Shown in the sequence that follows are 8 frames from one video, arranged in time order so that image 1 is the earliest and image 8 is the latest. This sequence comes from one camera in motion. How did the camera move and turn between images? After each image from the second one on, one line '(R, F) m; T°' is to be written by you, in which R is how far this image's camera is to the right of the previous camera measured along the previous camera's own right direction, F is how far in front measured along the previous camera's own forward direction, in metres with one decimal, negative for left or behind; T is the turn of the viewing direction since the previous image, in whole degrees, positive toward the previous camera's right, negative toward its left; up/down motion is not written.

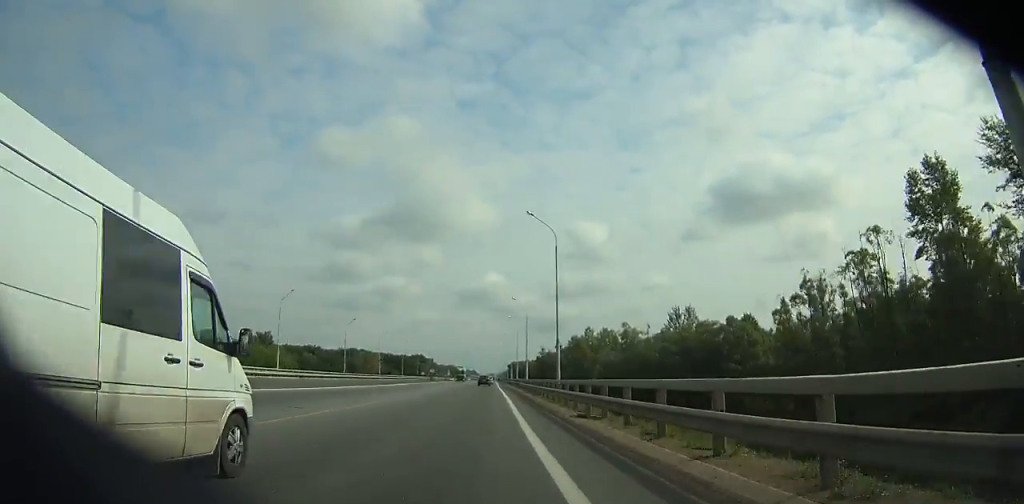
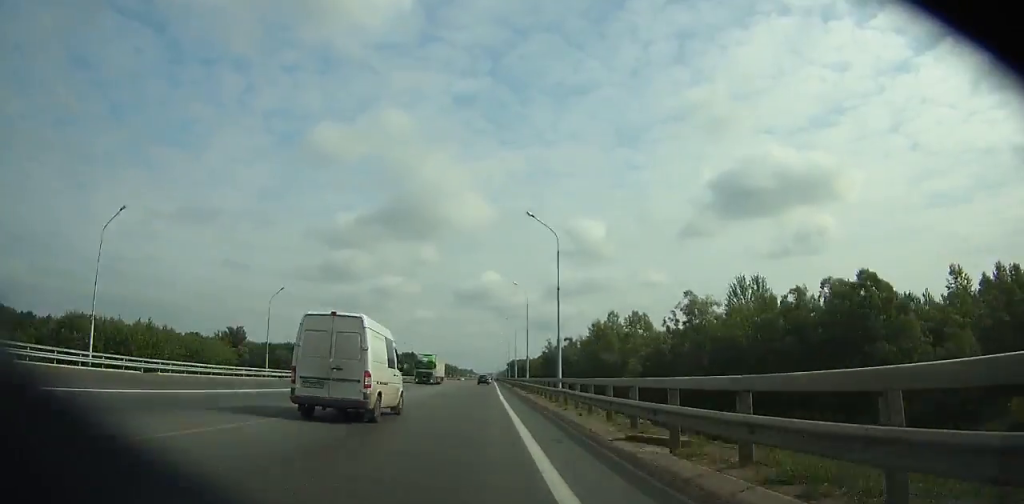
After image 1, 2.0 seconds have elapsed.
(-0.1, +44.5) m; 0°
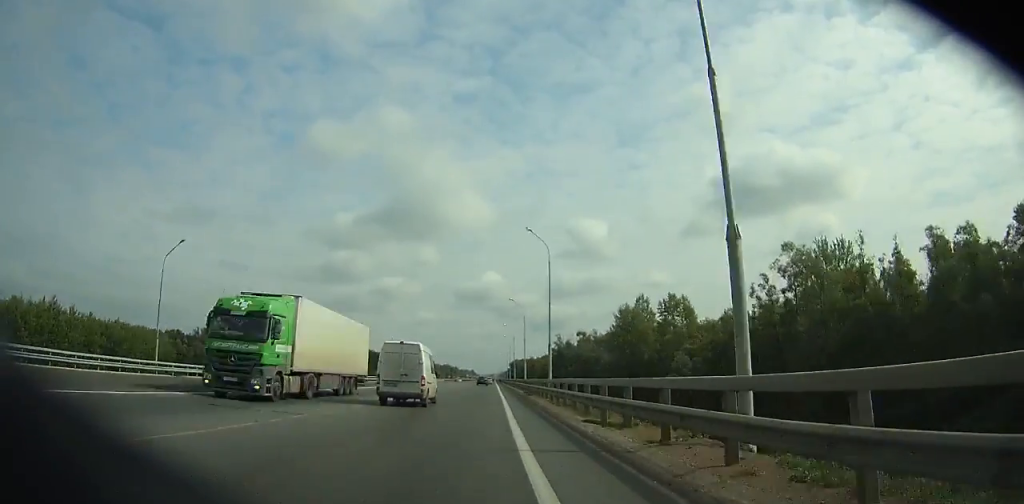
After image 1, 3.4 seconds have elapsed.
(-0.2, +30.6) m; 0°
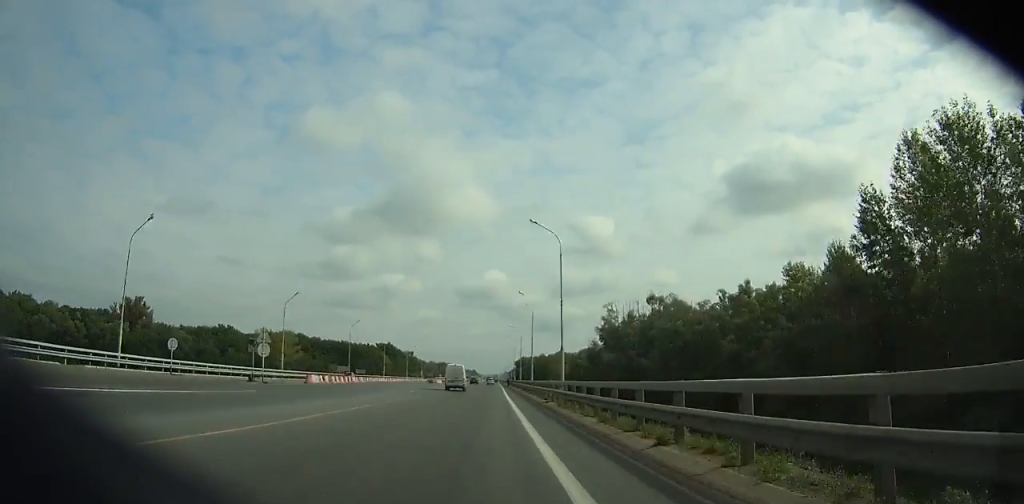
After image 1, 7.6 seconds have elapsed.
(-0.2, +87.6) m; 0°
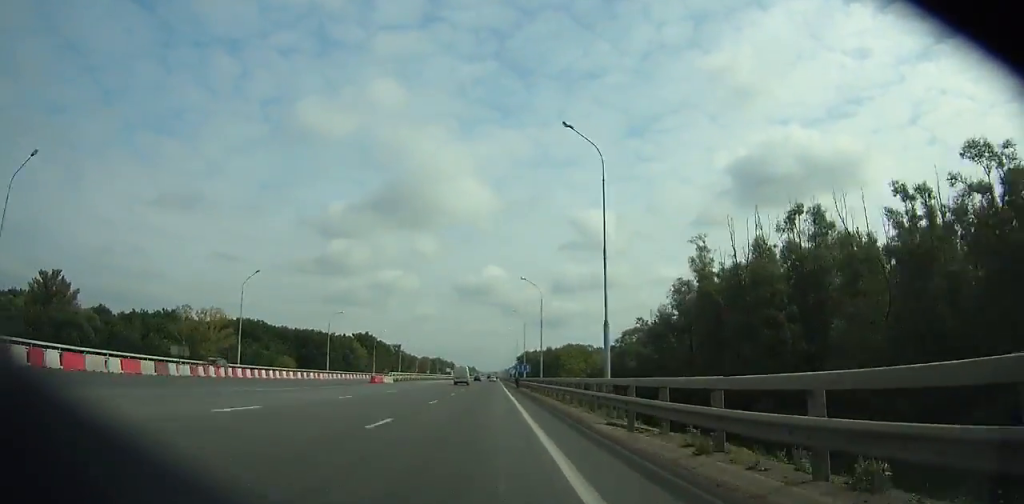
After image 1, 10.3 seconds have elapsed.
(0.0, +55.0) m; 0°
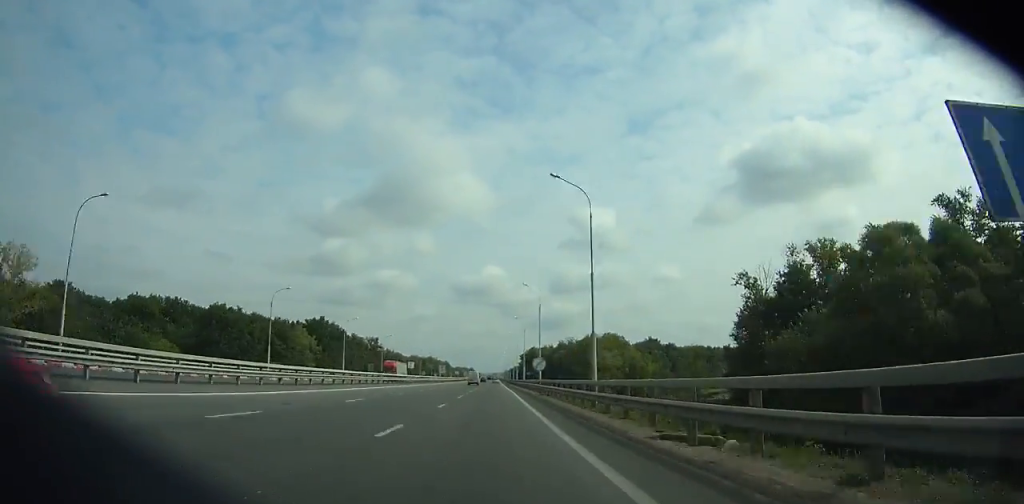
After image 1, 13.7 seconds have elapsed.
(+0.4, +68.6) m; 0°
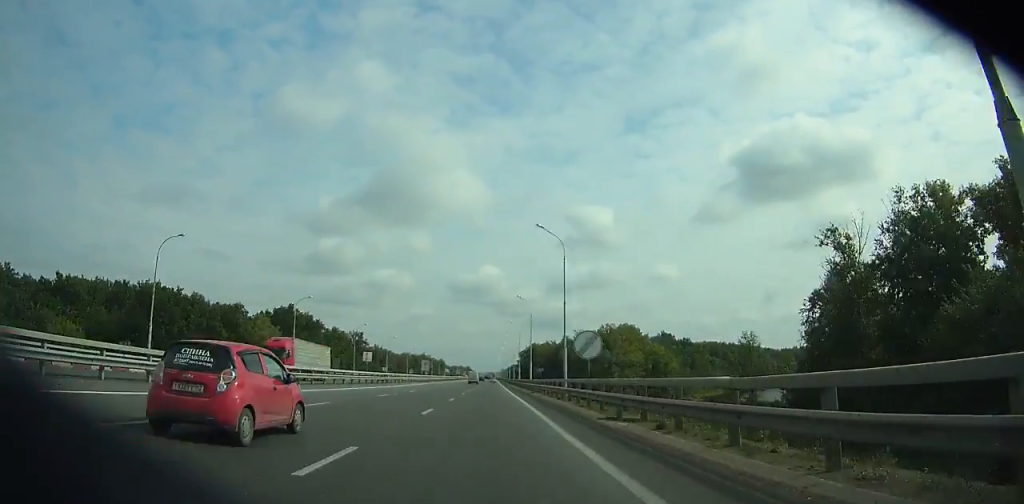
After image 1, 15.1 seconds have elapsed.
(+0.1, +28.1) m; 0°
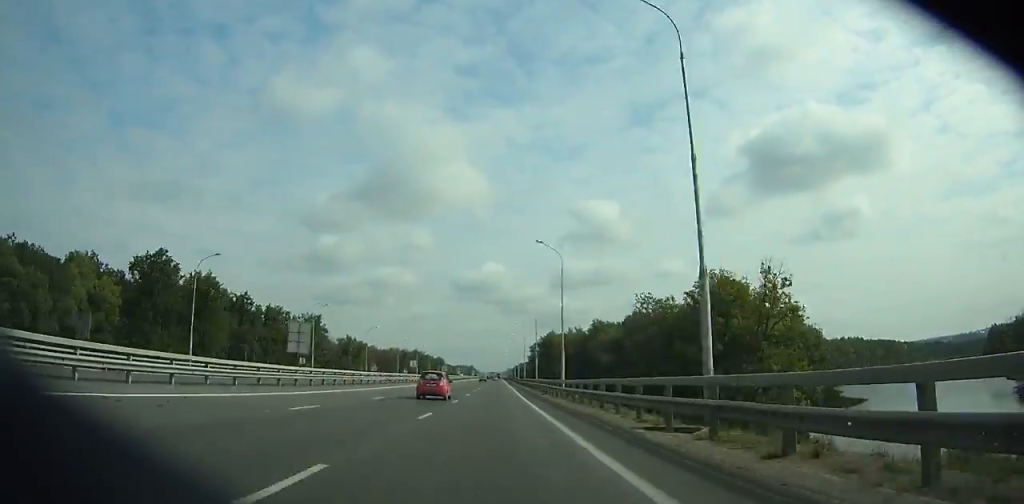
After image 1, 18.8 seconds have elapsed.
(+0.1, +74.6) m; 0°
